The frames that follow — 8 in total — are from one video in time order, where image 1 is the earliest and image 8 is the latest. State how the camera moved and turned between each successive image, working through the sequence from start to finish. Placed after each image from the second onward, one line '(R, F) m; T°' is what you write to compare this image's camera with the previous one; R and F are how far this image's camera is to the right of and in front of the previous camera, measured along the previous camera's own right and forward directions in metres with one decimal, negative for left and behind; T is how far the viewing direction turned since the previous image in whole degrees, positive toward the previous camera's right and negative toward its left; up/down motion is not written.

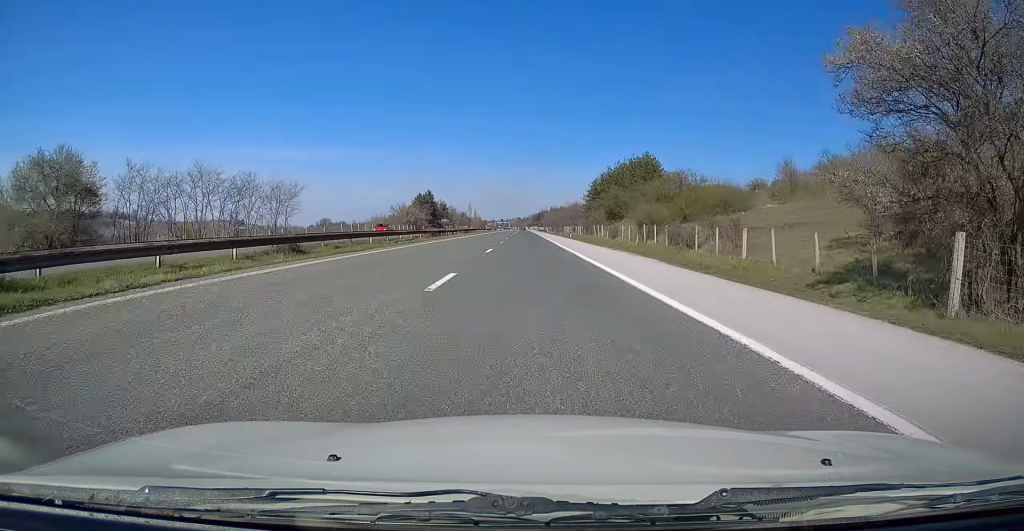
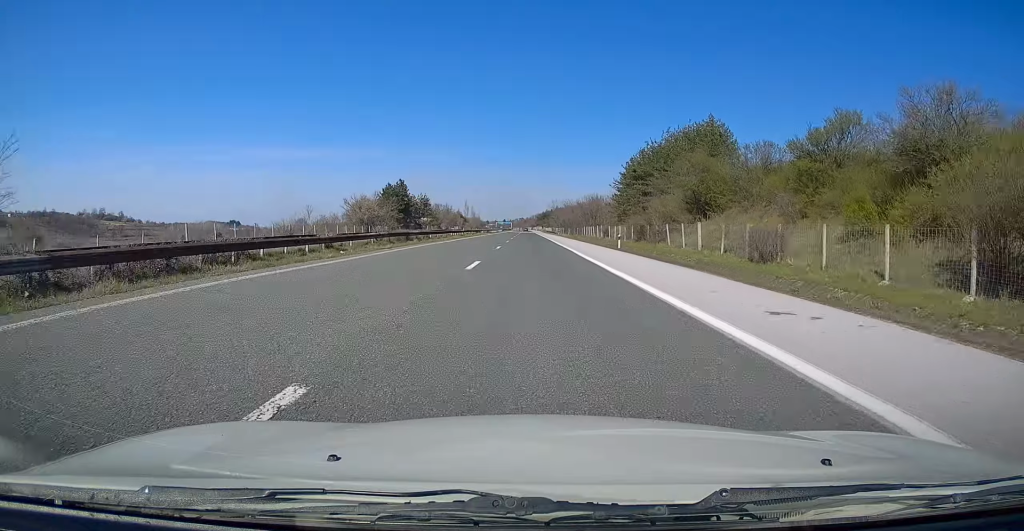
(+0.2, +42.2) m; 0°
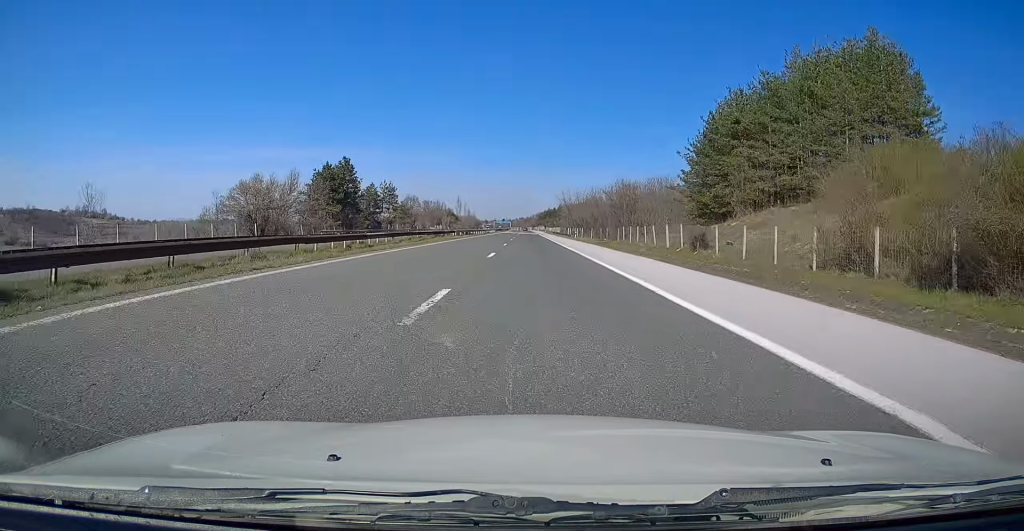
(-0.1, +41.3) m; -1°
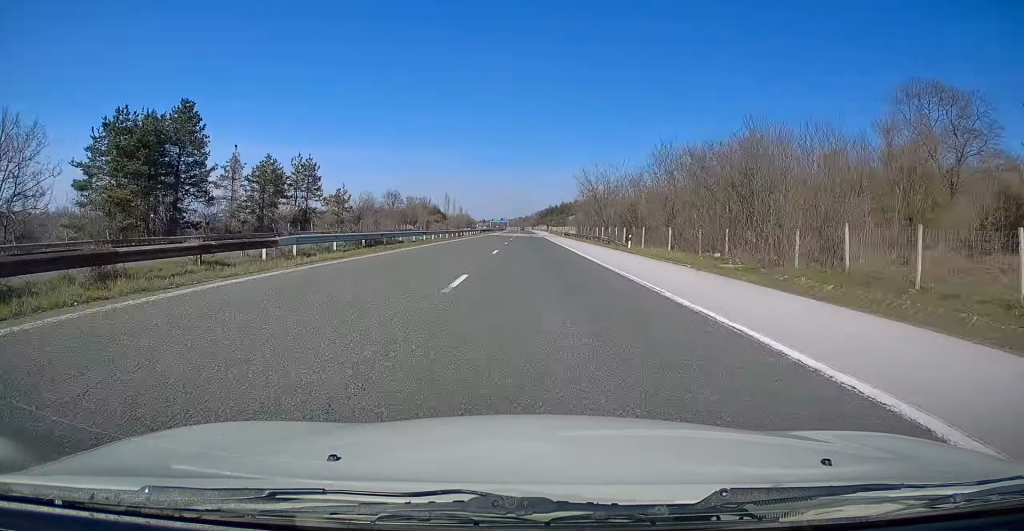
(-0.1, +44.5) m; 0°
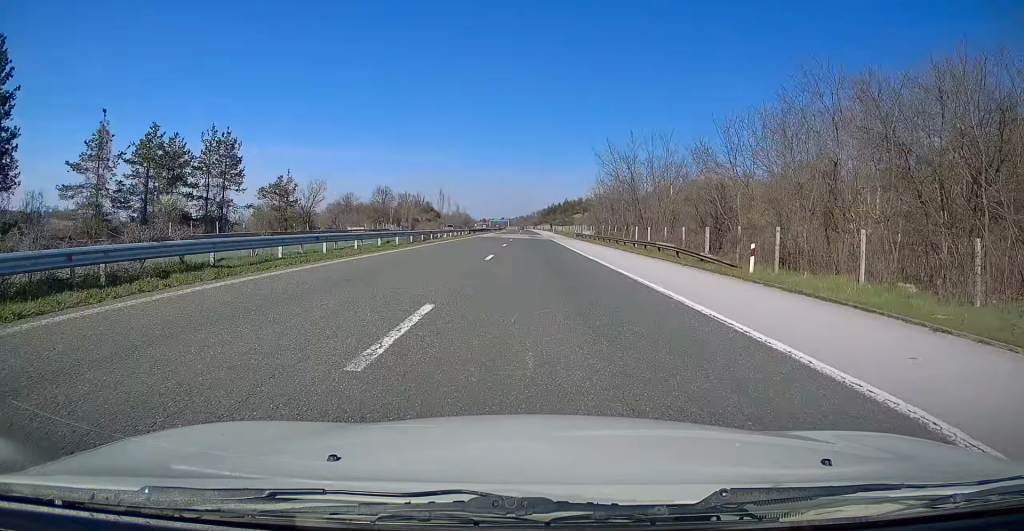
(0.0, +21.8) m; +1°
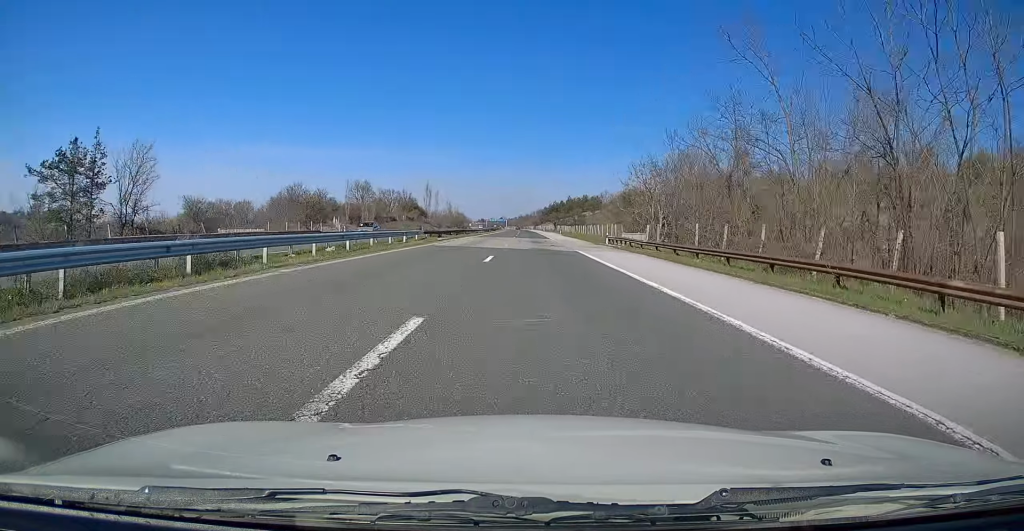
(+0.4, +33.3) m; 0°
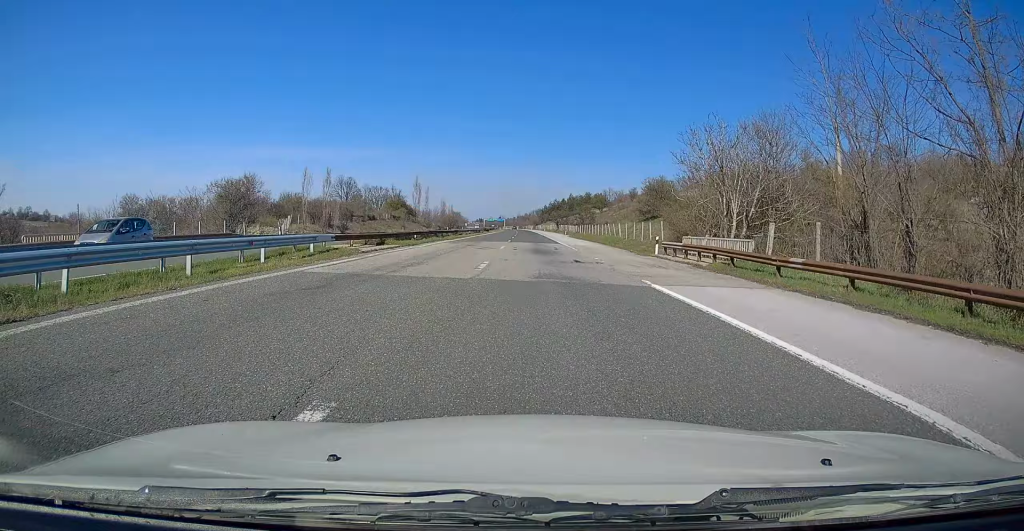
(-0.2, +19.8) m; 0°
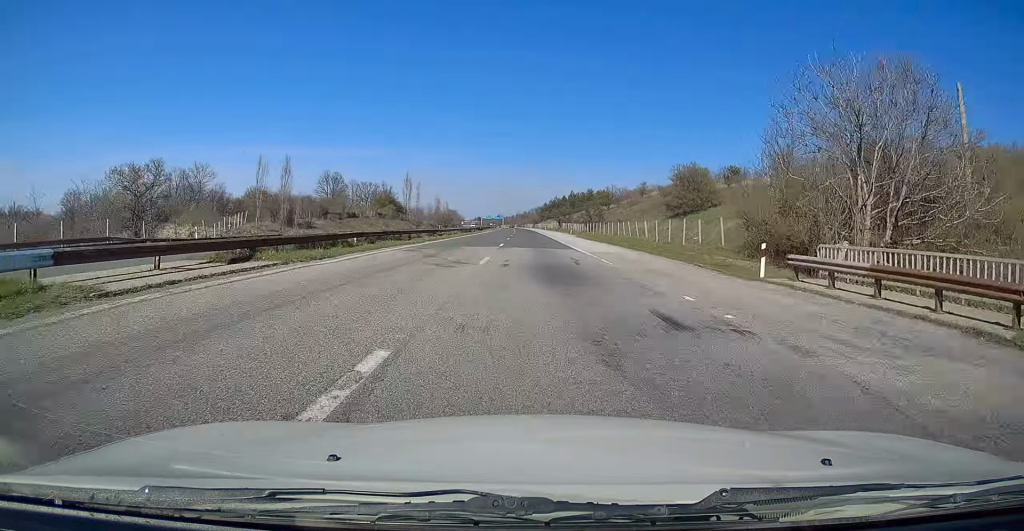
(-0.1, +14.6) m; 0°
